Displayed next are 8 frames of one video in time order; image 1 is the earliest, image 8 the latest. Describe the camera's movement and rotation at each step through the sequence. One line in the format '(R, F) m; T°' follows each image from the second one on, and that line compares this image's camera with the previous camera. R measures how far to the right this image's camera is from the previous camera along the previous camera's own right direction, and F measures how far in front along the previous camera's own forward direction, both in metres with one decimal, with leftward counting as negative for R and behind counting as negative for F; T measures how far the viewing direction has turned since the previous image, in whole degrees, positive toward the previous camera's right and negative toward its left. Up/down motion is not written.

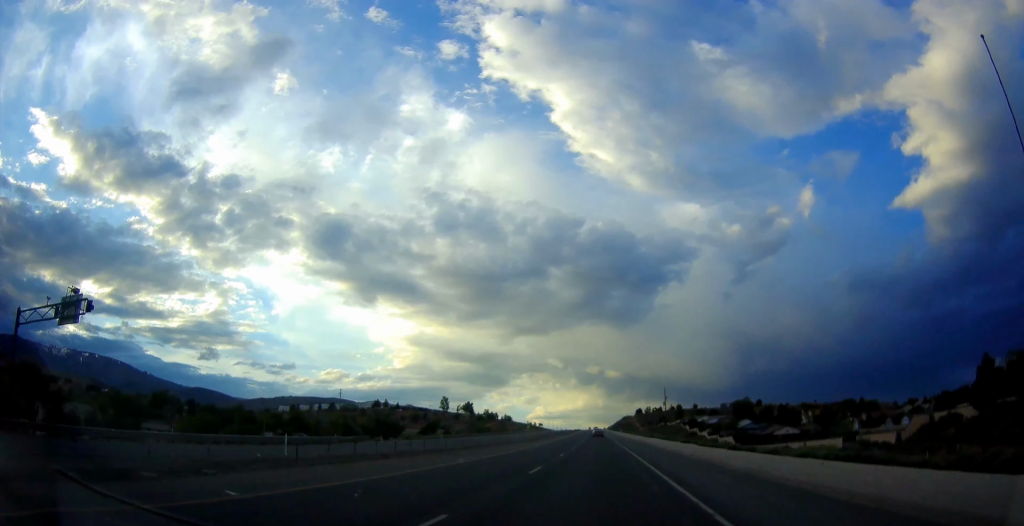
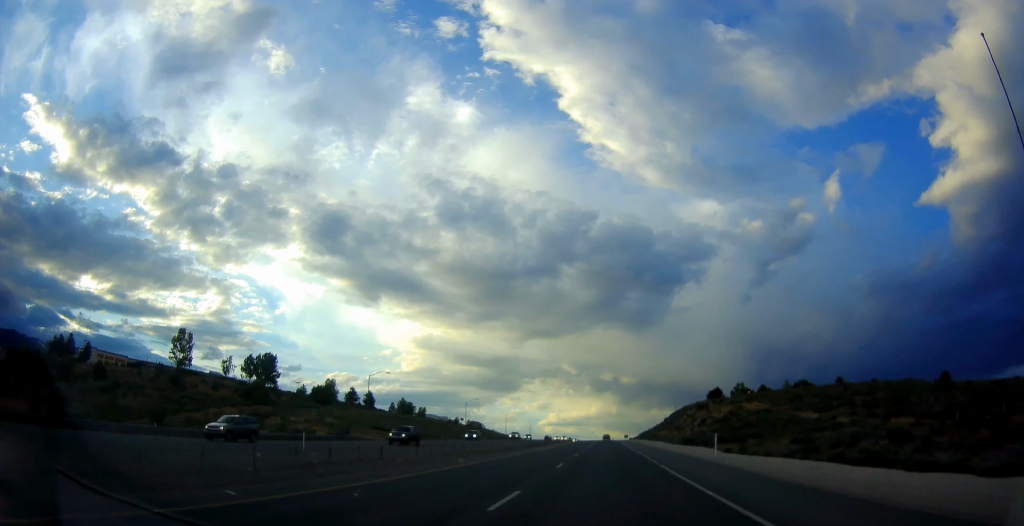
(-7.3, +335.0) m; -1°
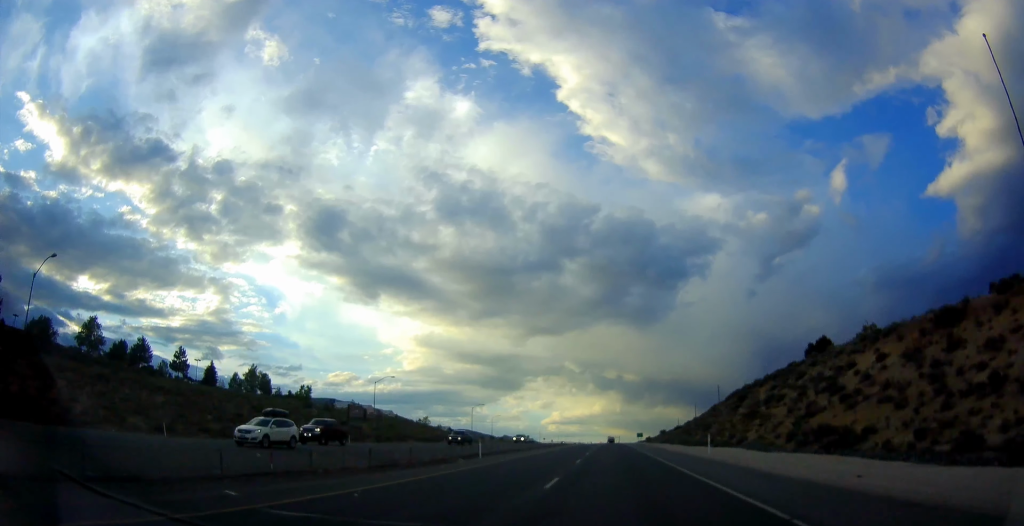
(0.0, +116.8) m; 0°
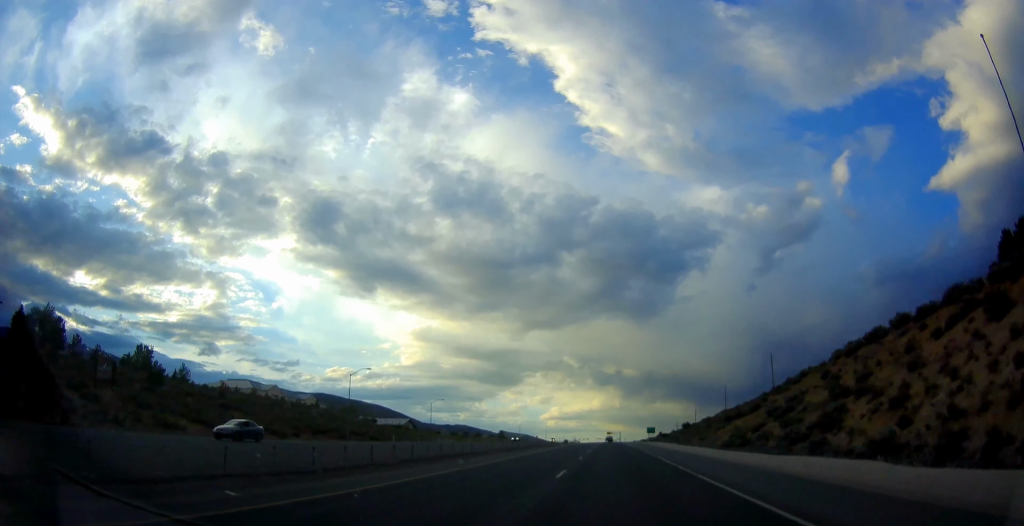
(0.0, +66.9) m; 0°
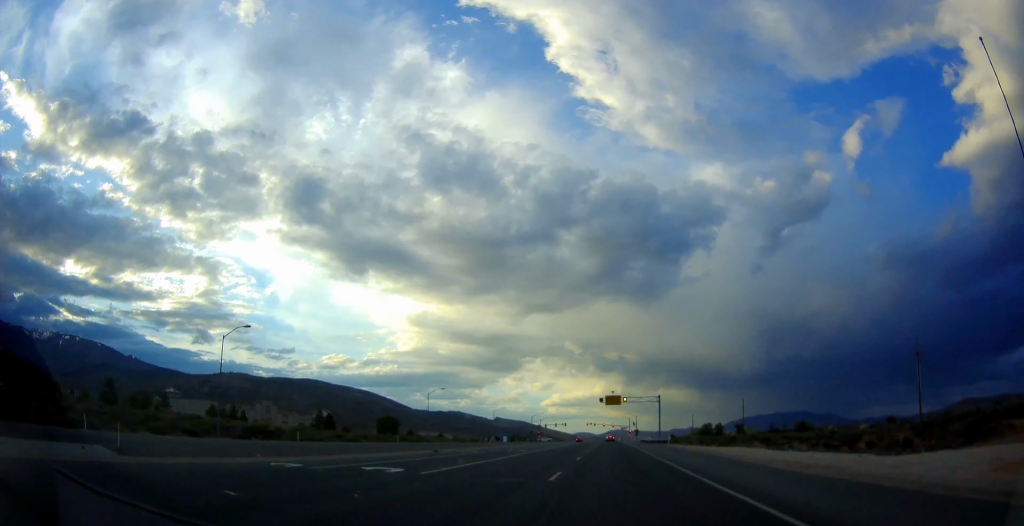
(-0.2, +247.3) m; 0°
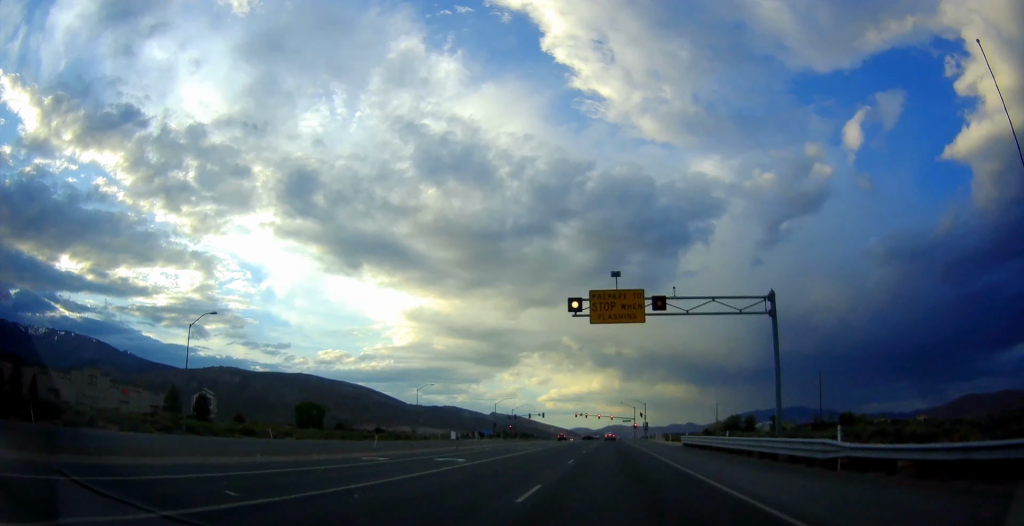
(+0.2, +54.2) m; 0°
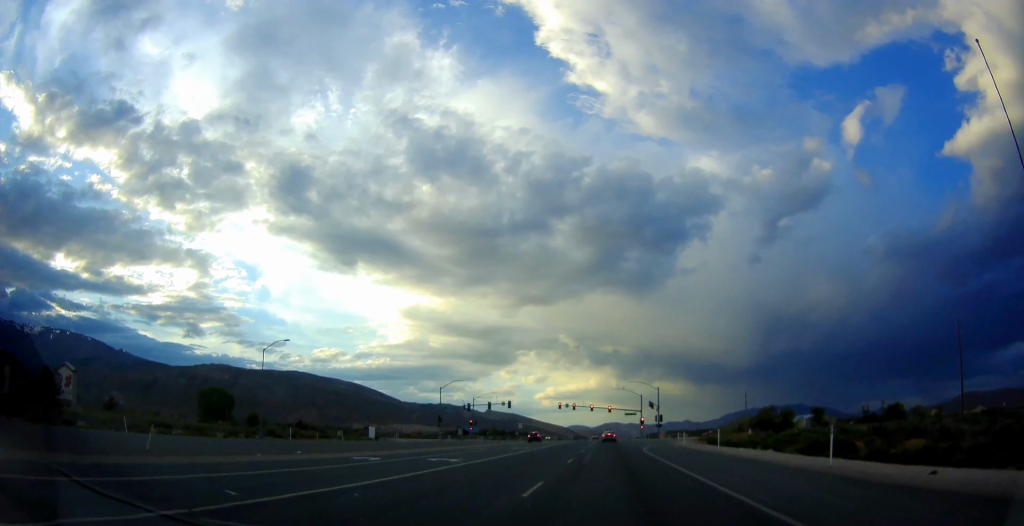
(+0.5, +43.8) m; 0°
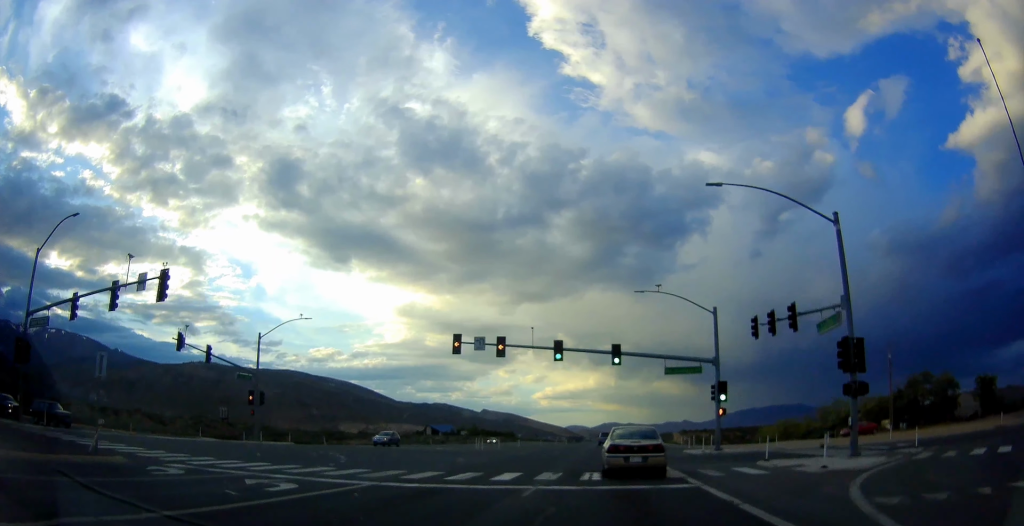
(-0.7, +85.9) m; 0°
